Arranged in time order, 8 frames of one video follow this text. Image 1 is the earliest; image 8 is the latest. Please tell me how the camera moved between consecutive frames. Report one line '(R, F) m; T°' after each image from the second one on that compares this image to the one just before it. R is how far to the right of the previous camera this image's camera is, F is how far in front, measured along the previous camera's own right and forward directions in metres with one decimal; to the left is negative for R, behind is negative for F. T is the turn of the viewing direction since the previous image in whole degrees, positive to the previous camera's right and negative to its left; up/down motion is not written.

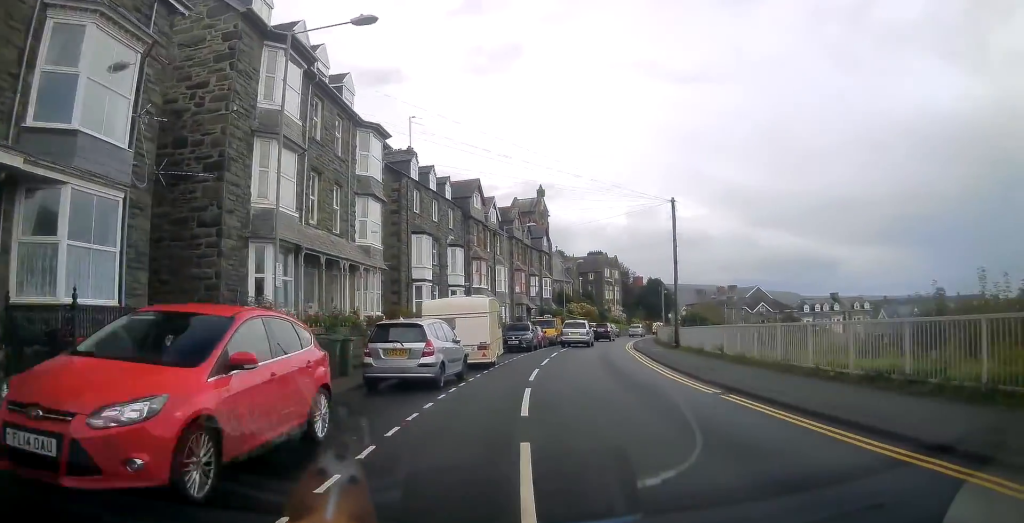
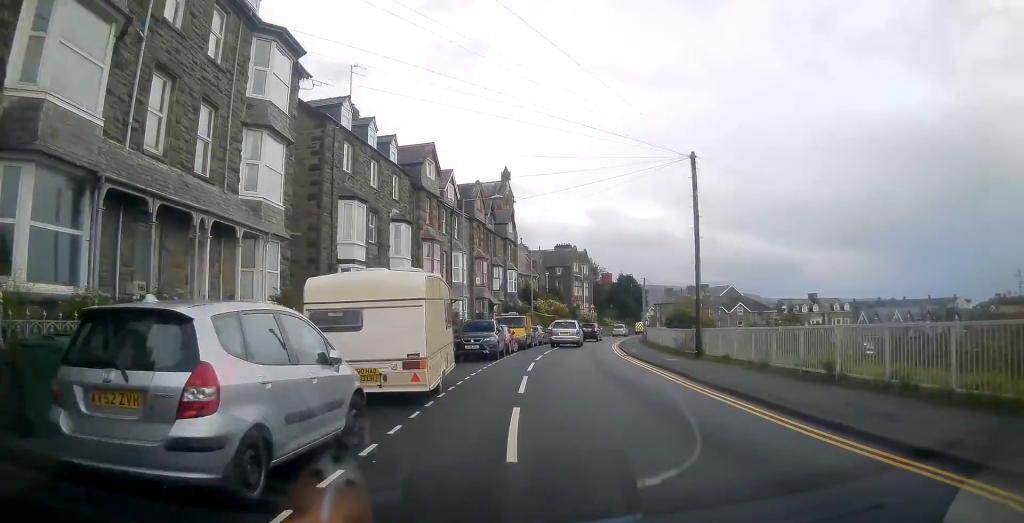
(+0.4, +8.8) m; +4°
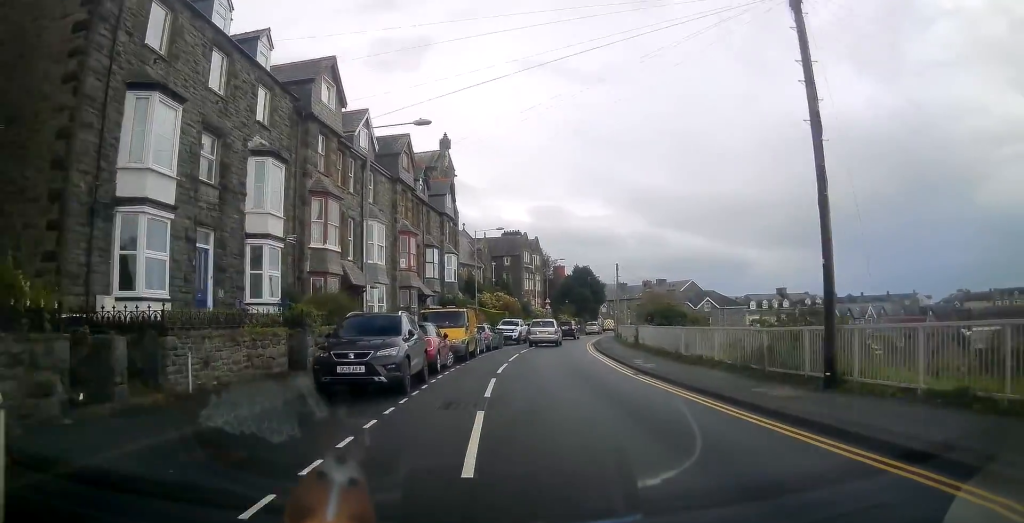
(+0.6, +12.7) m; +4°
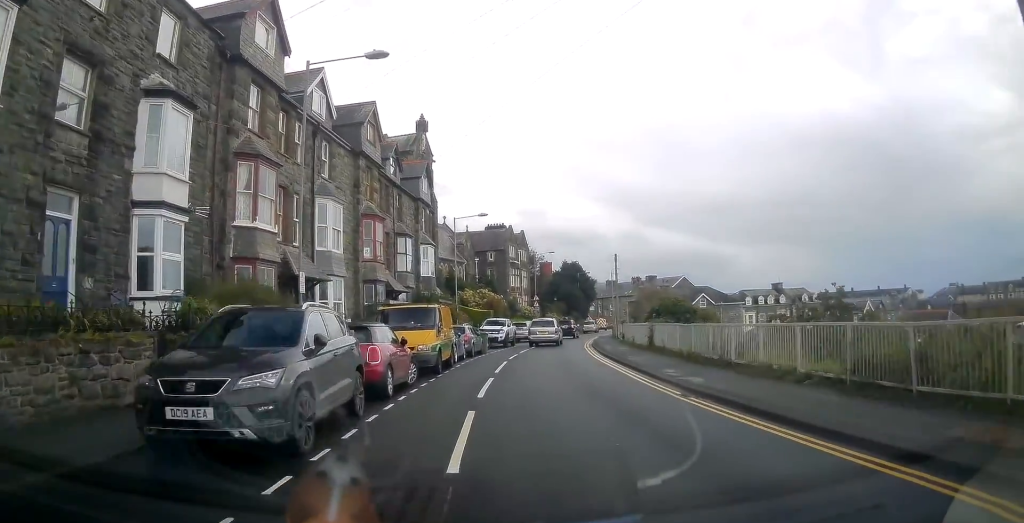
(+0.1, +5.8) m; +1°
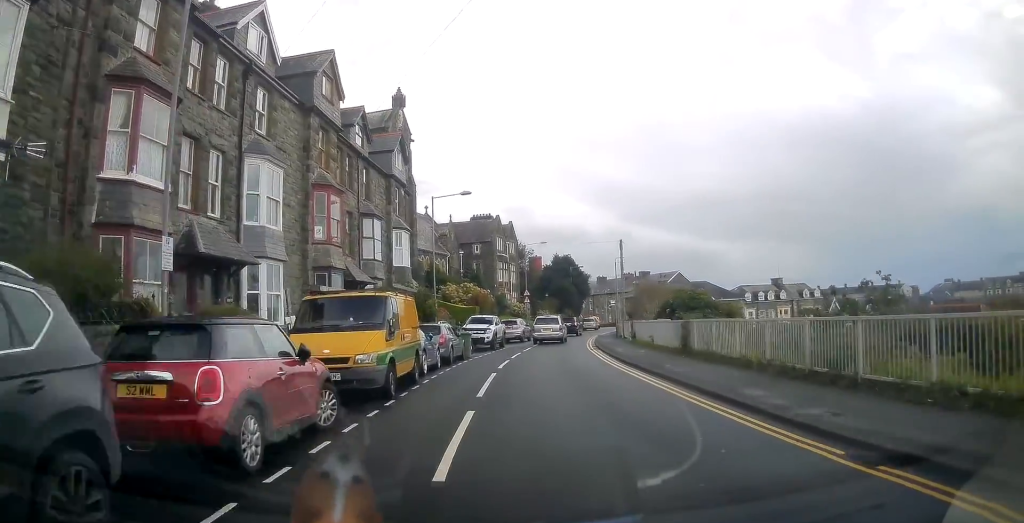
(+0.1, +6.2) m; +1°
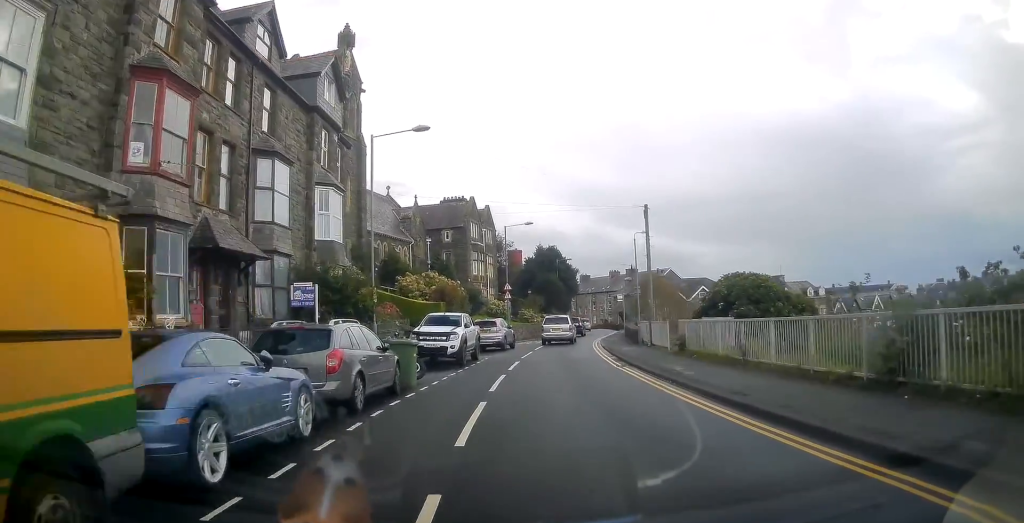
(+0.2, +11.5) m; +2°
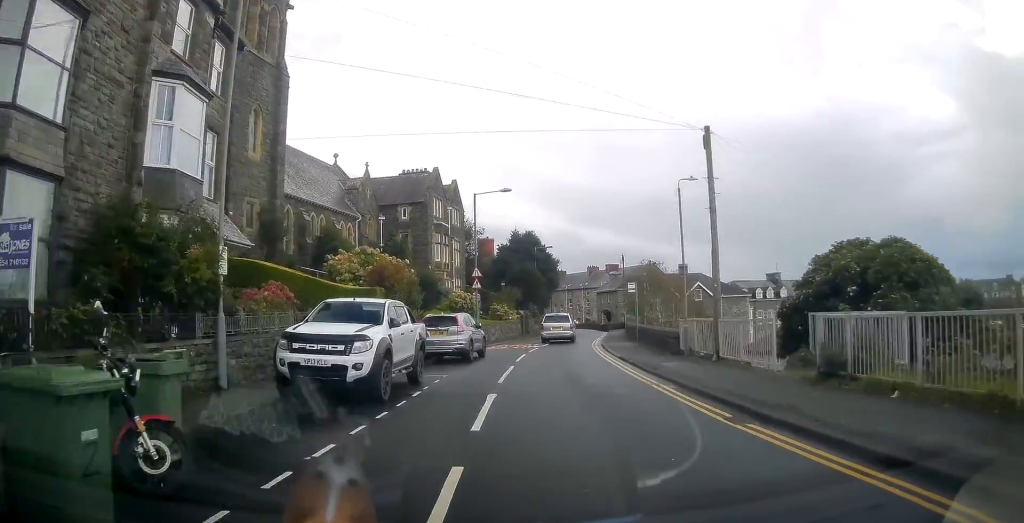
(+0.2, +11.0) m; +3°
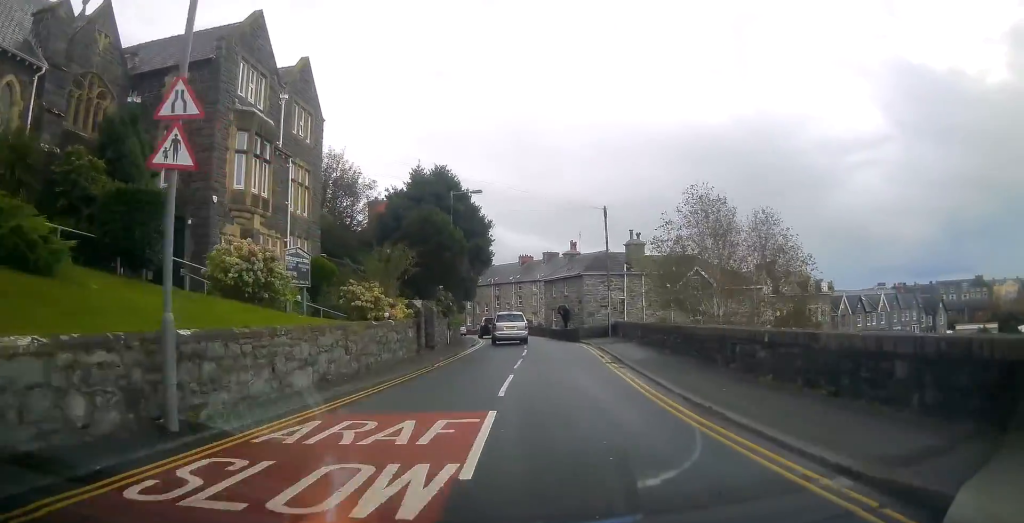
(+1.7, +26.7) m; +6°
